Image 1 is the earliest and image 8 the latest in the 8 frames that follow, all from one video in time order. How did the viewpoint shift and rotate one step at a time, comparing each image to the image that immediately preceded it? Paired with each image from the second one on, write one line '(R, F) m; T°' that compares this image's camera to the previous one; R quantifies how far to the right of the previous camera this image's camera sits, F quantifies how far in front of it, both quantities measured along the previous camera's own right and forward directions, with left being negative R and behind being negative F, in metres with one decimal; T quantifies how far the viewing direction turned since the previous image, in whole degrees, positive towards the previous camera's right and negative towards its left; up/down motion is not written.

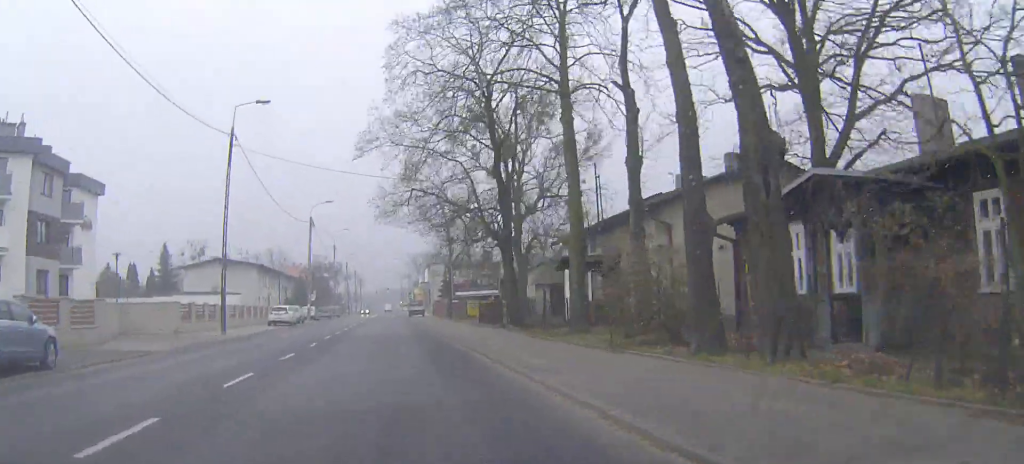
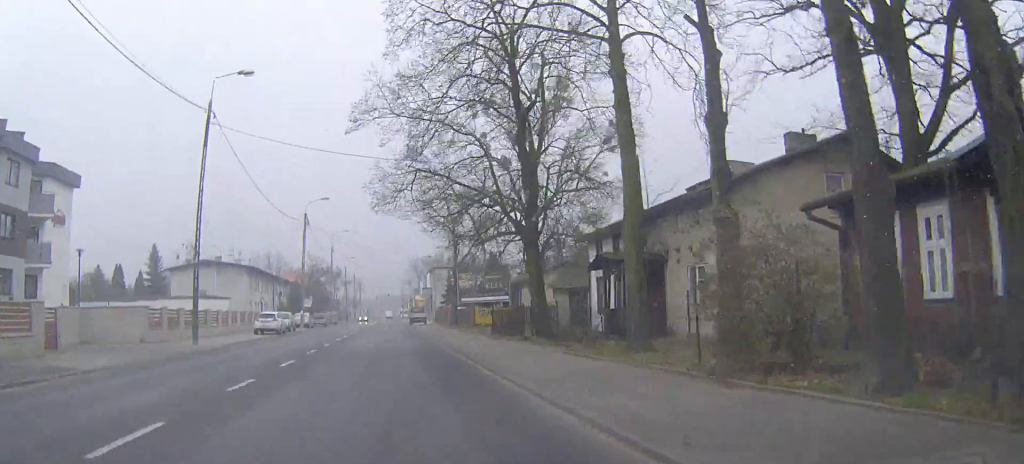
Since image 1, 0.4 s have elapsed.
(0.0, +5.2) m; 0°
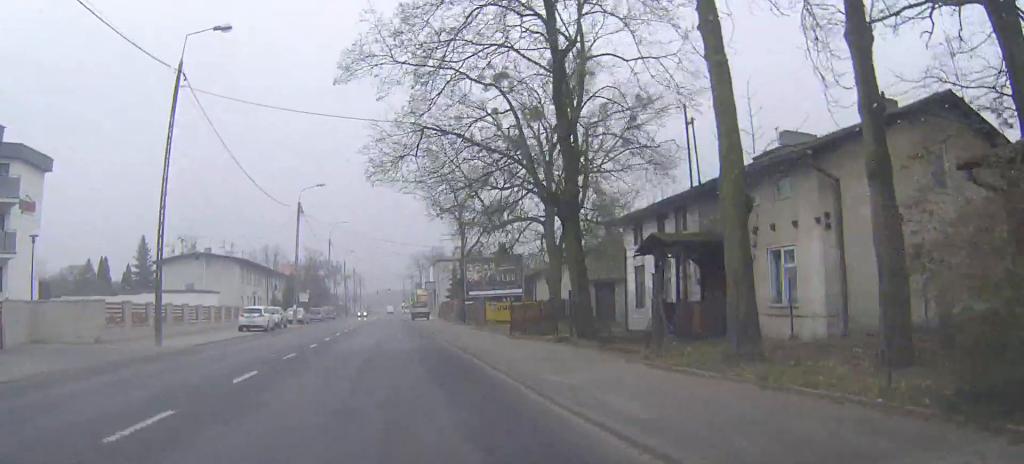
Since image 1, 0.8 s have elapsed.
(0.0, +5.2) m; 0°
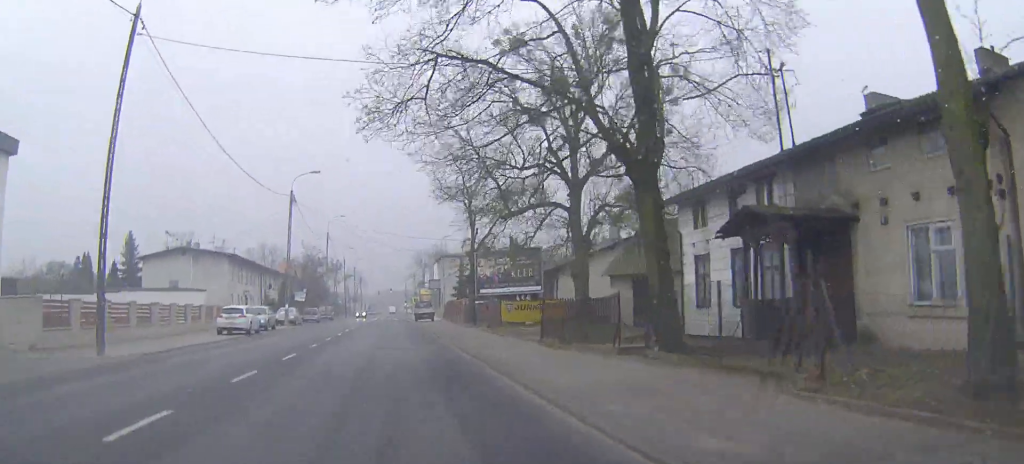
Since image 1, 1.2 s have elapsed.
(0.0, +5.7) m; 0°
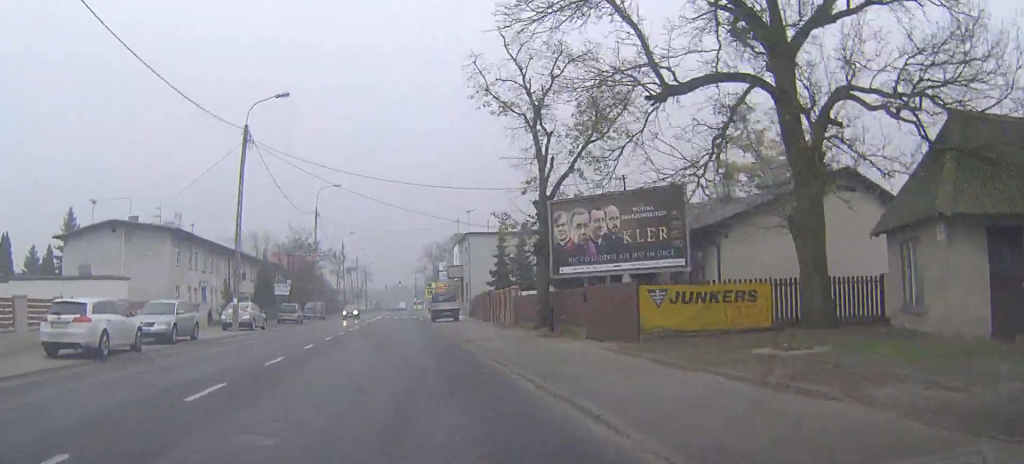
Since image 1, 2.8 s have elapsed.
(-0.2, +20.1) m; -1°
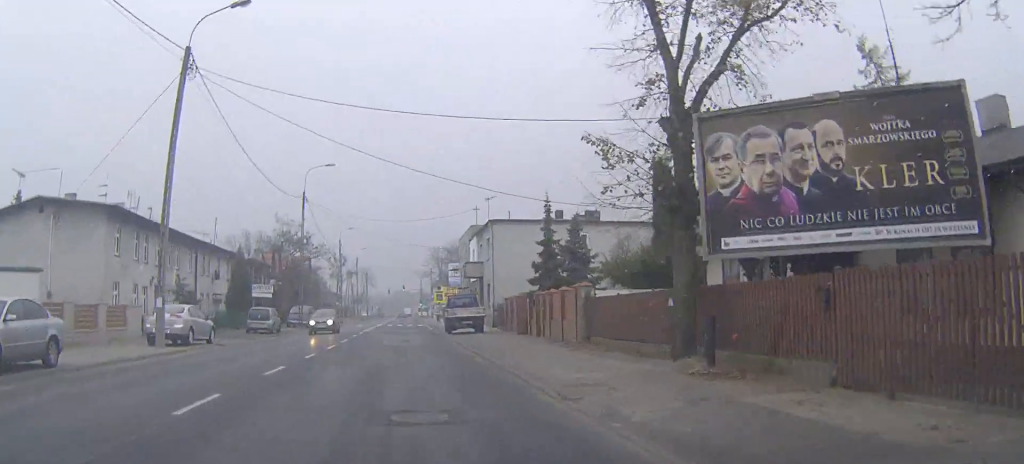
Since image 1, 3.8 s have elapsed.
(-0.1, +12.2) m; 0°
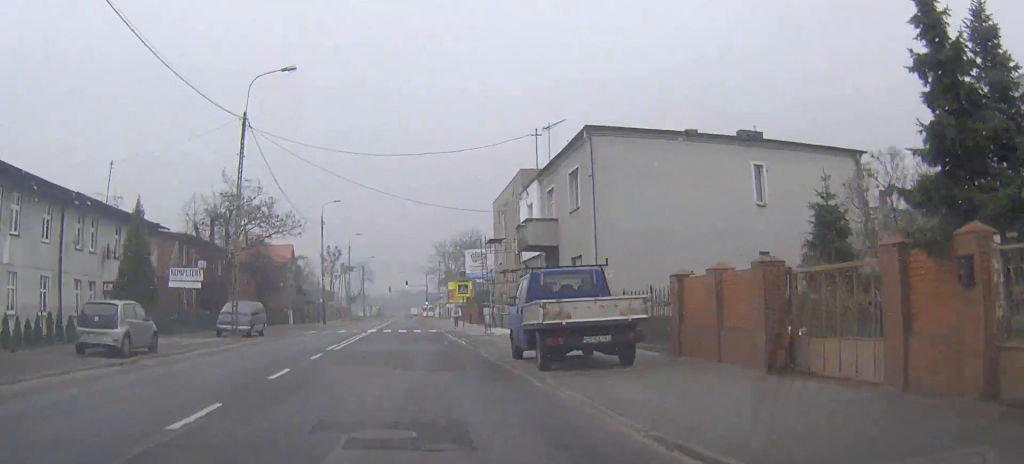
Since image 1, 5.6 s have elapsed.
(-0.1, +23.7) m; -1°
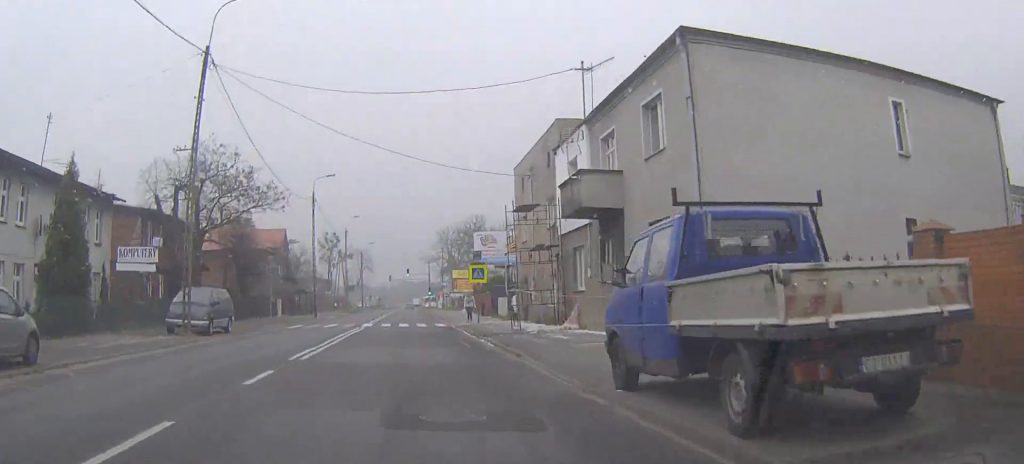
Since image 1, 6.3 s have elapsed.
(0.0, +8.0) m; 0°
